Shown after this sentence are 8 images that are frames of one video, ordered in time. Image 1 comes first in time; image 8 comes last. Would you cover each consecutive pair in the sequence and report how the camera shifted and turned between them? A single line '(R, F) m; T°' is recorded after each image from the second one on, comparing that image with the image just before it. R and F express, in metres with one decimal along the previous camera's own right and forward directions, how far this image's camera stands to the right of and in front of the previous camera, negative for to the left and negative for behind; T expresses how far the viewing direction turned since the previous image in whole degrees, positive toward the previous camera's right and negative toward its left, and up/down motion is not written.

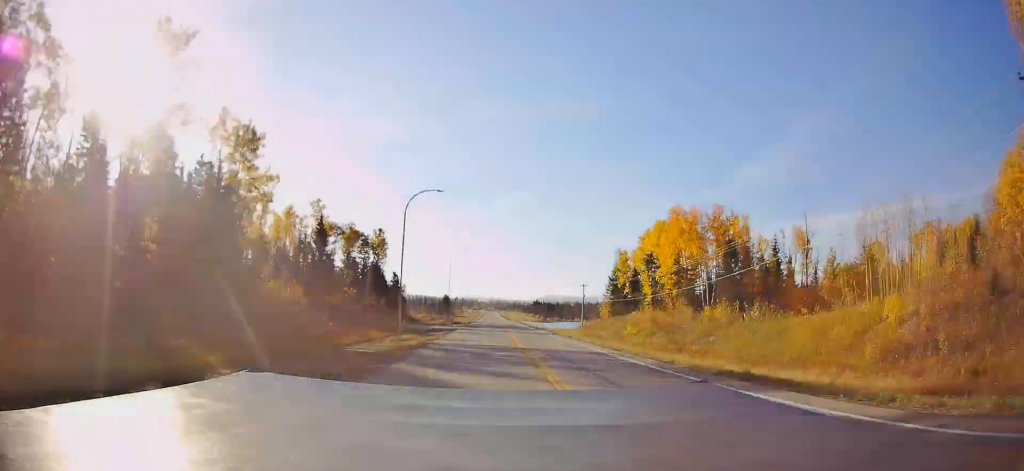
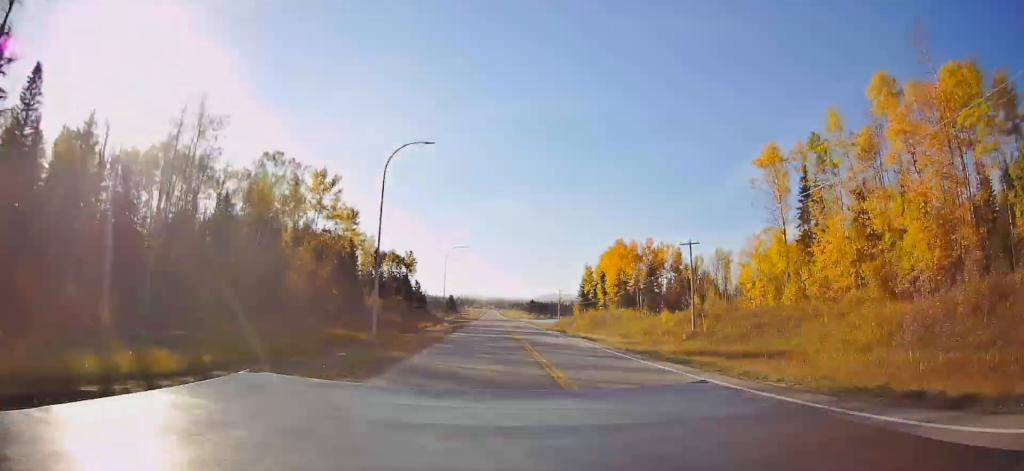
(0.0, +41.9) m; 0°
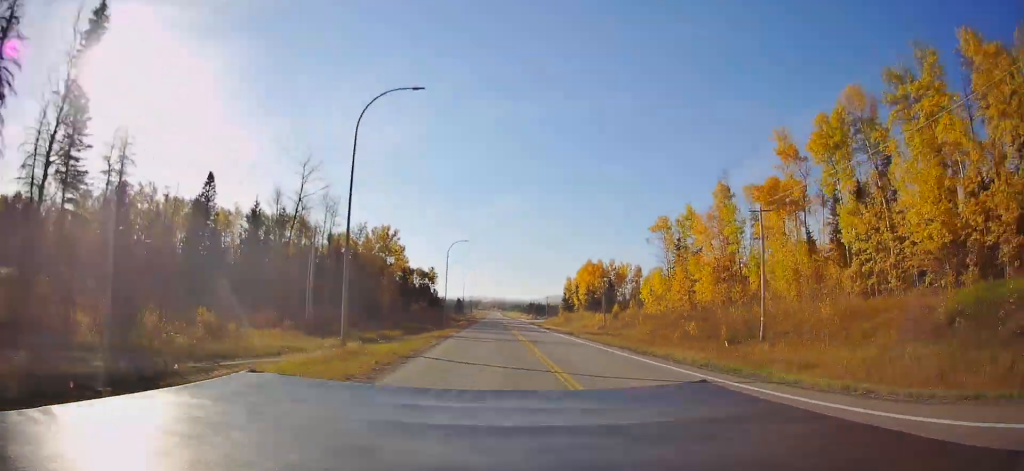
(0.0, +47.1) m; 0°
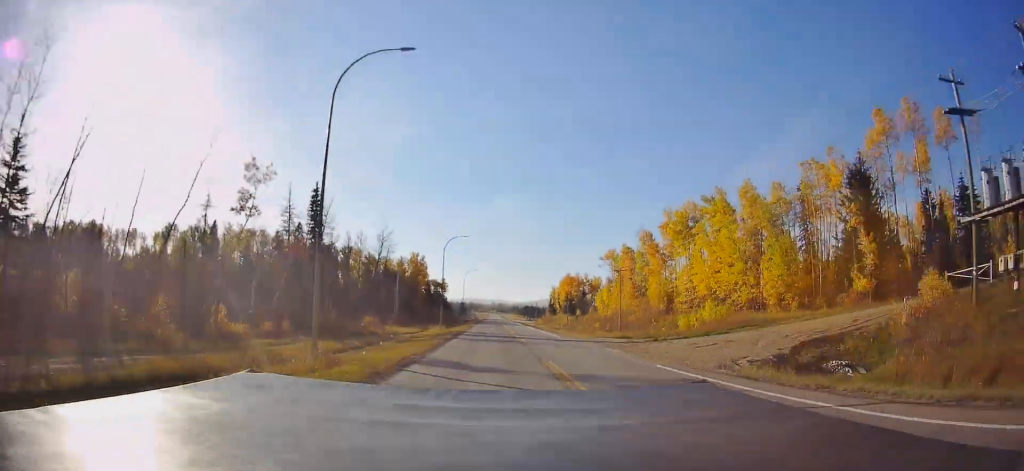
(0.0, +49.7) m; 0°
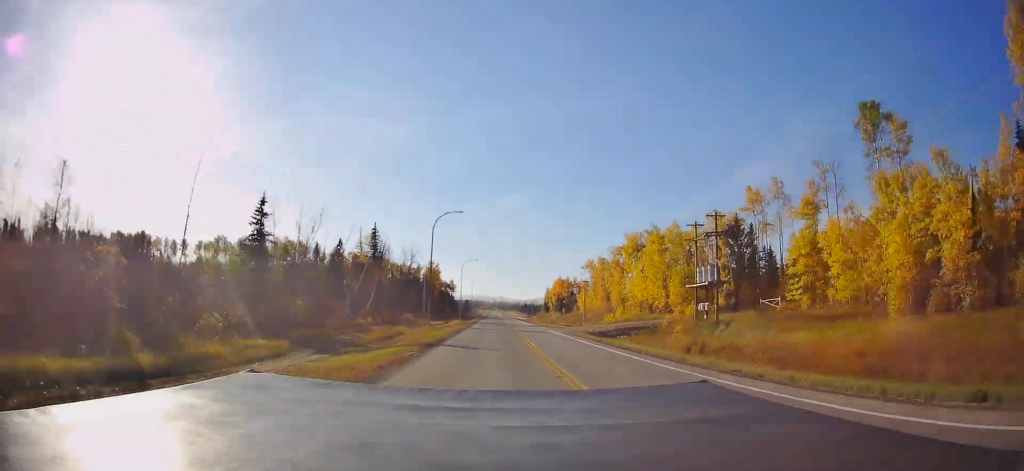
(0.0, +37.3) m; 0°
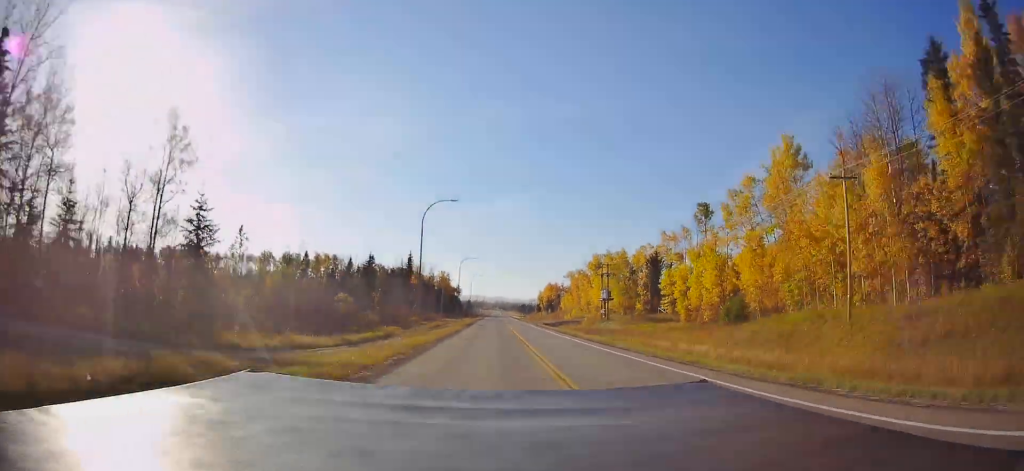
(0.0, +49.9) m; 0°
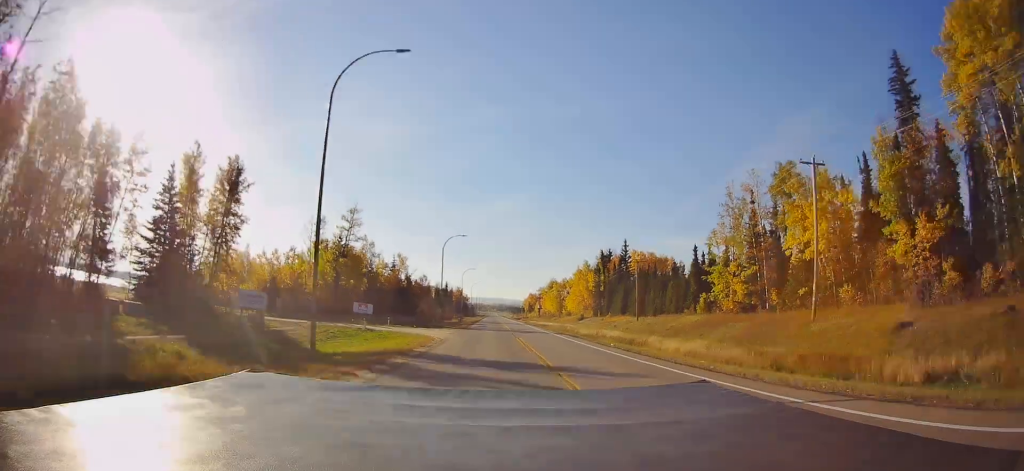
(+0.5, +138.0) m; 0°
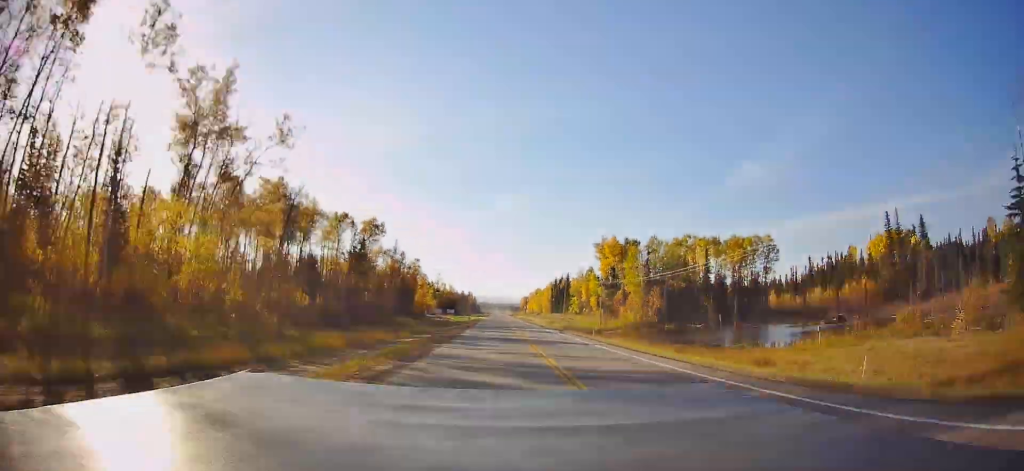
(-0.5, +131.6) m; 0°
